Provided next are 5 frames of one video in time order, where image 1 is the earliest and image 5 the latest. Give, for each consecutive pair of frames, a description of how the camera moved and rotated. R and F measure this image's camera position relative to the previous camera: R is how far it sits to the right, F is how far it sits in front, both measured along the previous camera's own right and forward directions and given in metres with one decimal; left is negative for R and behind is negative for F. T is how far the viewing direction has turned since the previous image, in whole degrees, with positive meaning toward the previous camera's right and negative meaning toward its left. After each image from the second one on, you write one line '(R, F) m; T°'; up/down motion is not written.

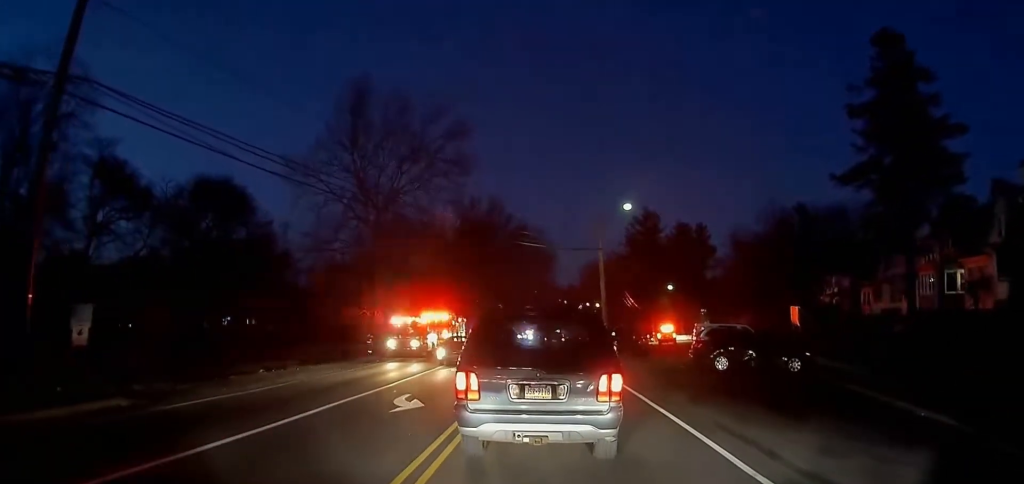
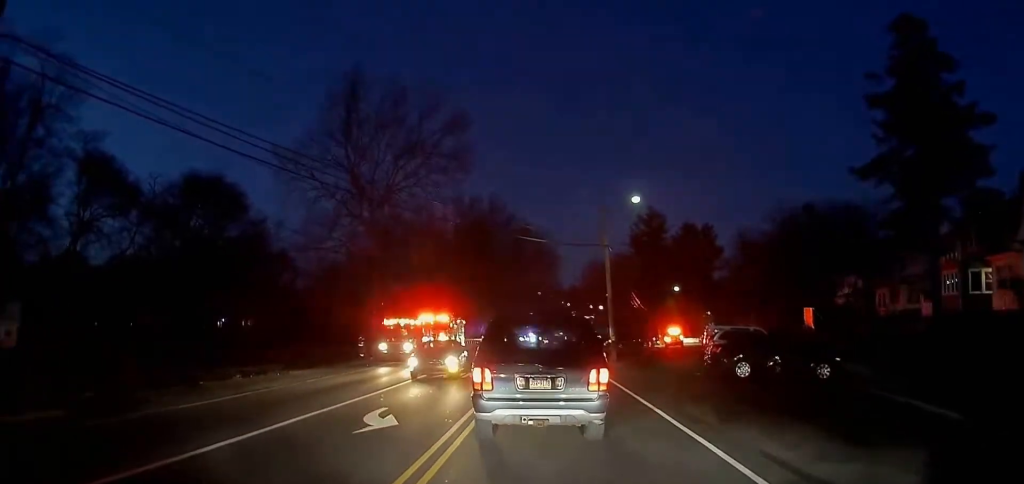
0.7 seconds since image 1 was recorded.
(-0.1, +2.8) m; 0°
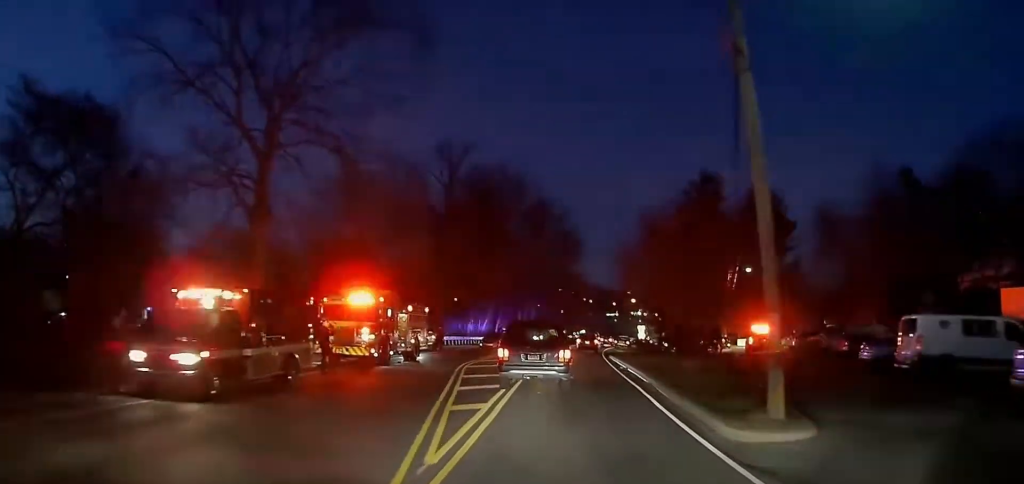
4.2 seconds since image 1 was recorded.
(-0.5, +22.0) m; 0°
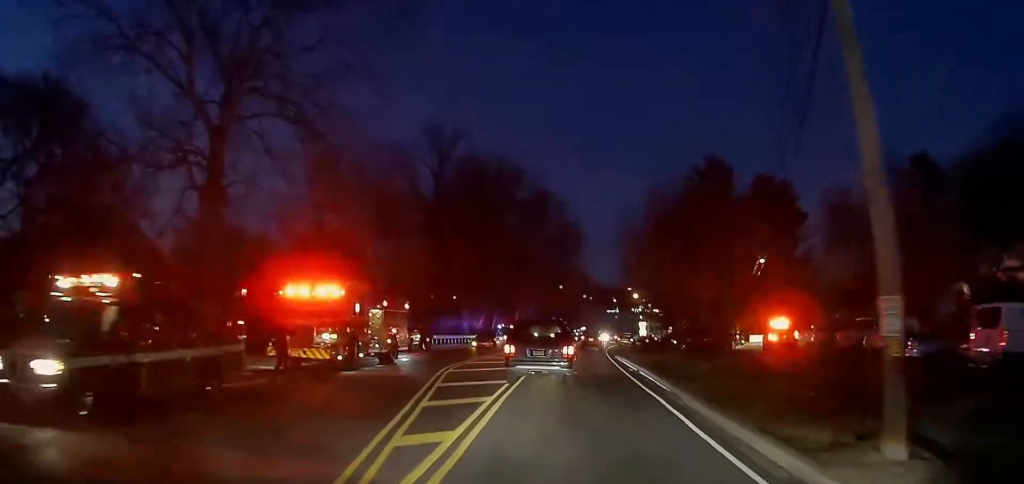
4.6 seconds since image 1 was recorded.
(0.0, +4.3) m; 0°
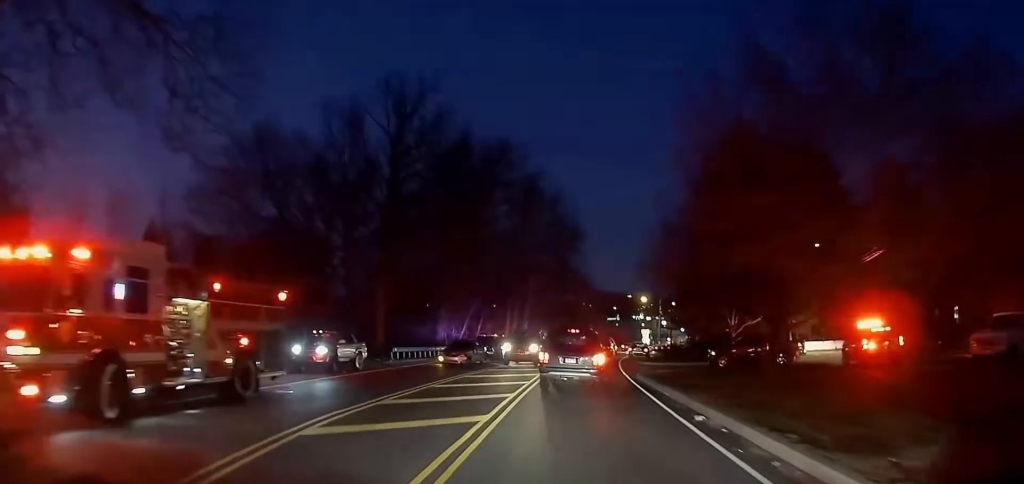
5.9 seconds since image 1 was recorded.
(0.0, +13.2) m; +1°
